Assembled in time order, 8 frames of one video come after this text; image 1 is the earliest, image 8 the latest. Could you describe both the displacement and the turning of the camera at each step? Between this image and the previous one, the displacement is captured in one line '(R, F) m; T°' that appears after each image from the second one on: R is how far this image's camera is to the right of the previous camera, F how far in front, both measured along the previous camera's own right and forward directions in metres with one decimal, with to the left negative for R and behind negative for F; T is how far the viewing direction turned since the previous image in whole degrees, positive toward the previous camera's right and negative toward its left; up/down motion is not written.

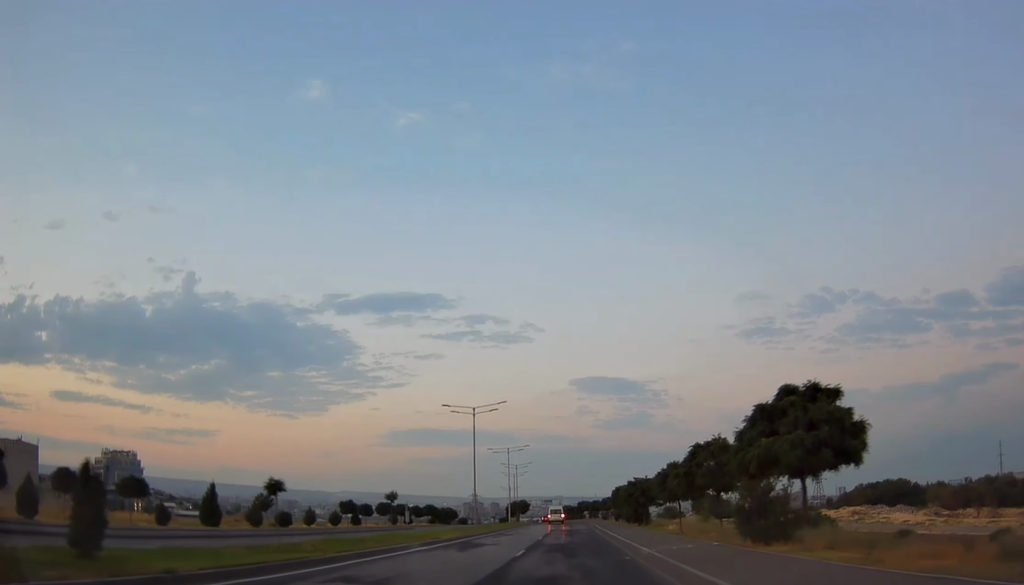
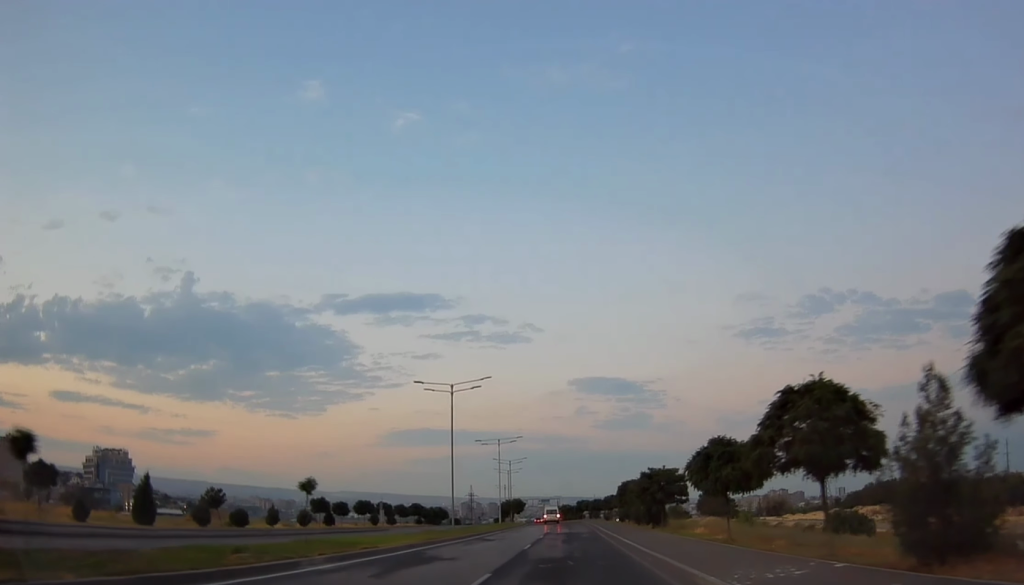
(0.0, +9.7) m; 0°
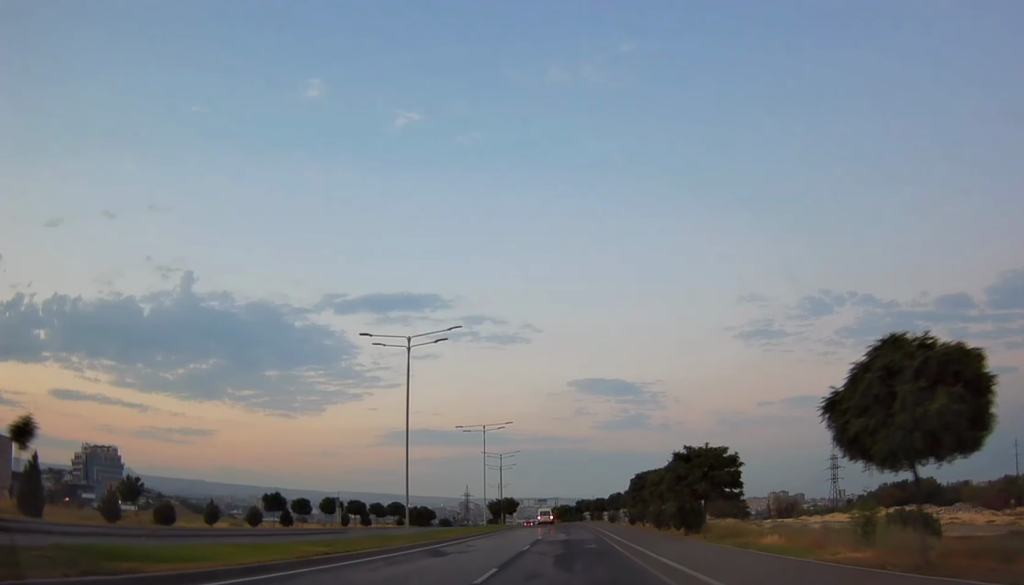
(+0.2, +12.3) m; +1°
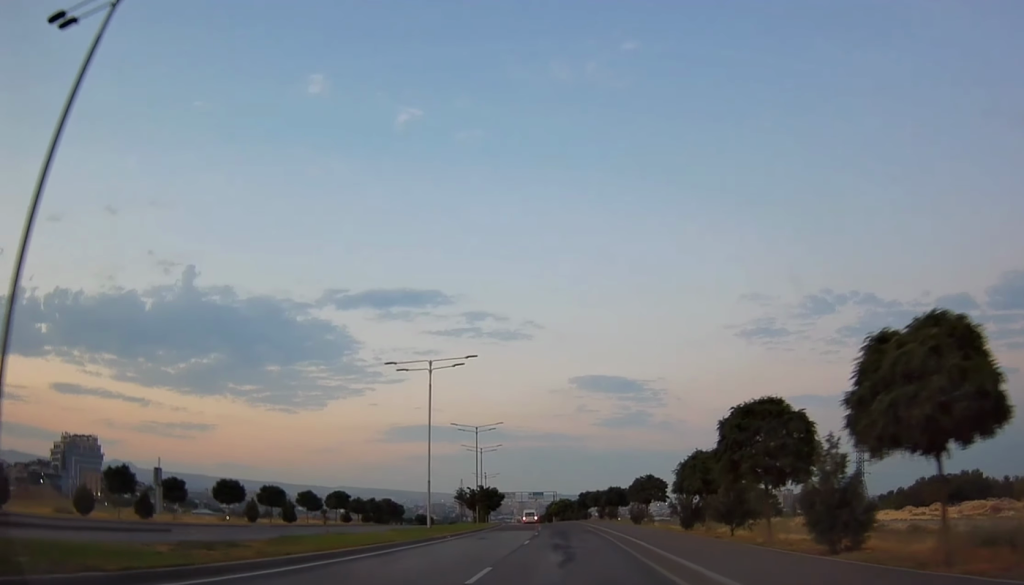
(0.0, +25.3) m; 0°
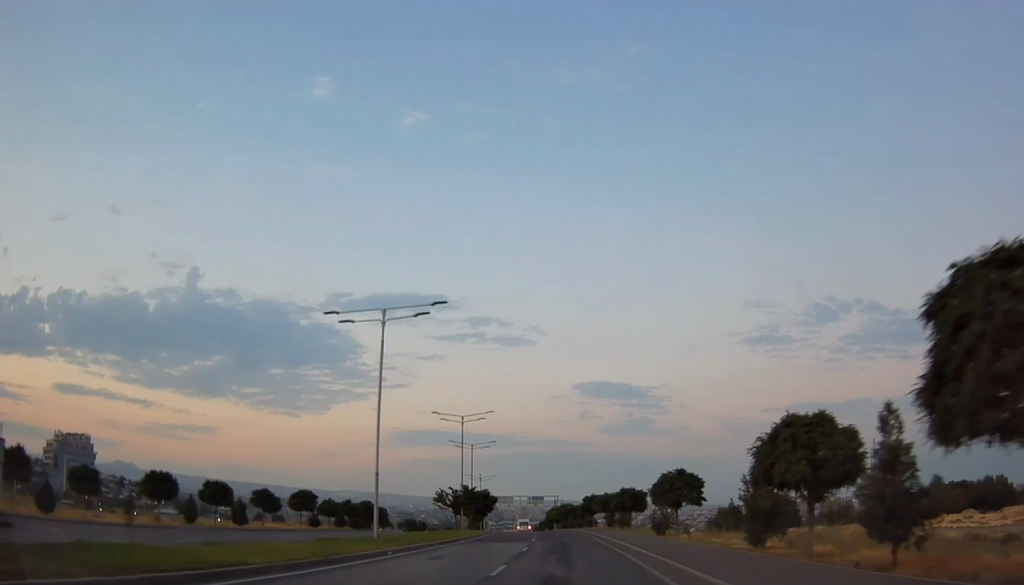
(0.0, +10.8) m; 0°
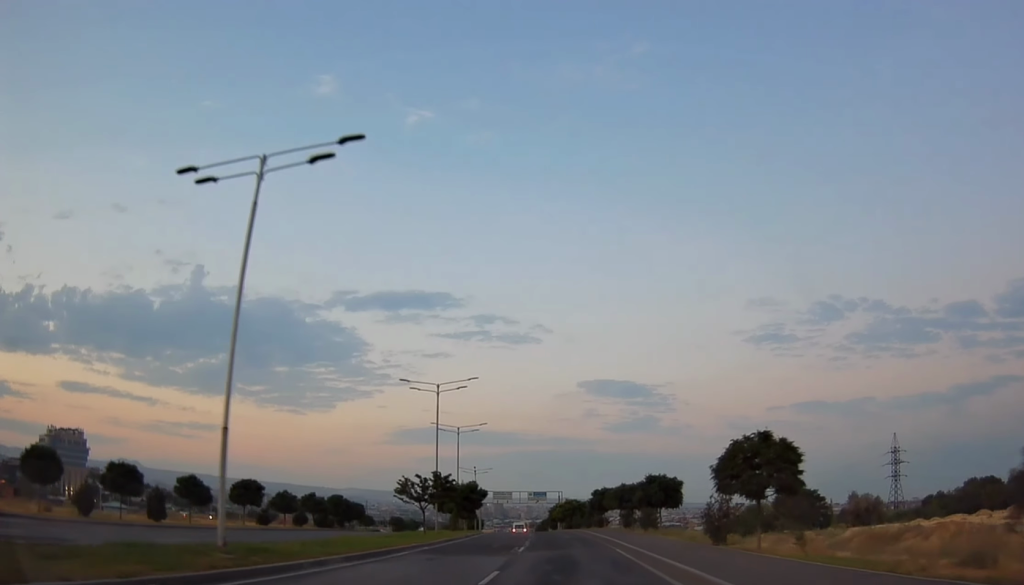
(+0.2, +12.9) m; 0°
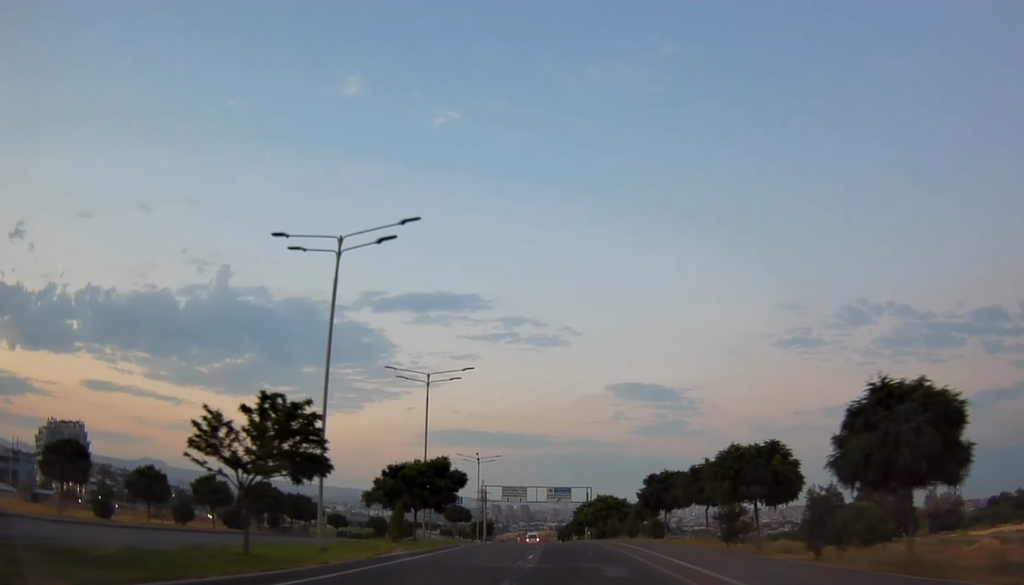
(-0.8, +23.9) m; -3°
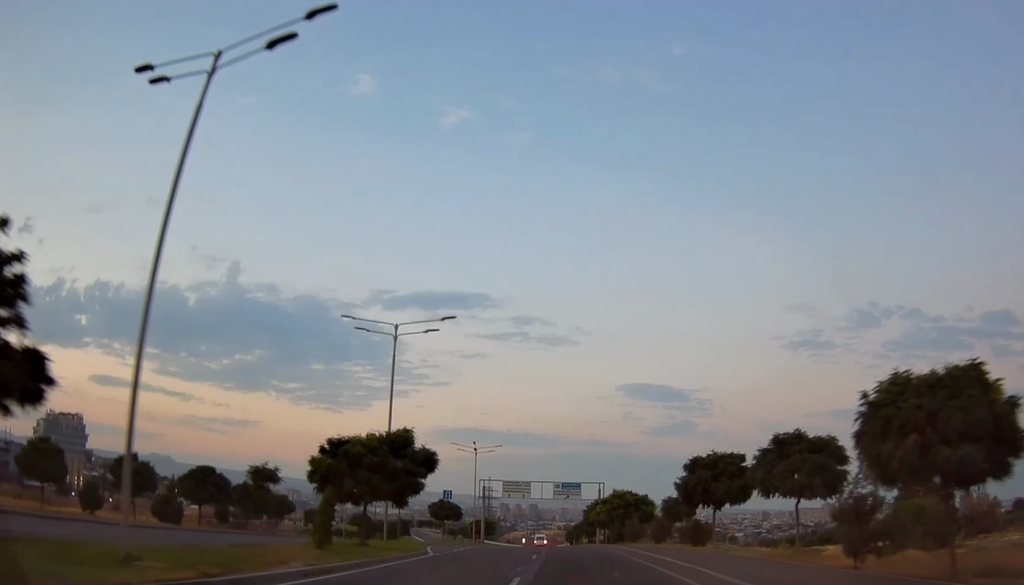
(-0.2, +9.8) m; -1°
